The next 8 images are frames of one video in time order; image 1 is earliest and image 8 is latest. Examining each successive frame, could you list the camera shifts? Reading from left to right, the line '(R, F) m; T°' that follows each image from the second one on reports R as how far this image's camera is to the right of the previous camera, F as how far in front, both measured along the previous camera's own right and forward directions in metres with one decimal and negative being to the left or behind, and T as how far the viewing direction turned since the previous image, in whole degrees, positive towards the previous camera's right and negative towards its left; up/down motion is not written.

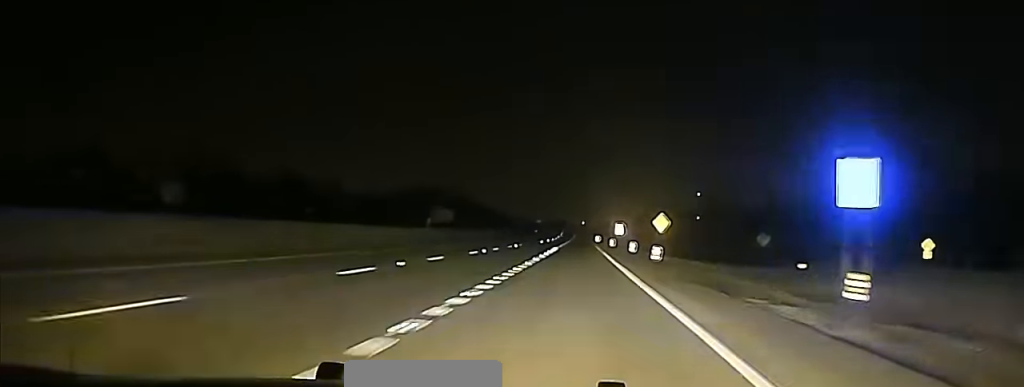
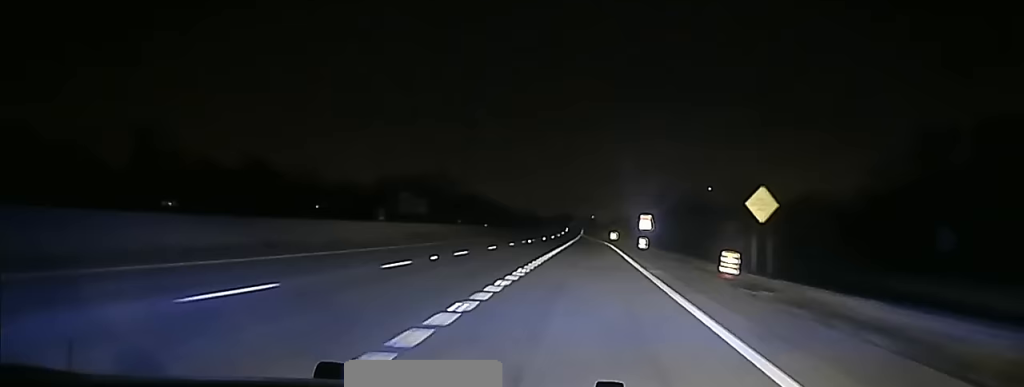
(-0.6, +48.3) m; -1°
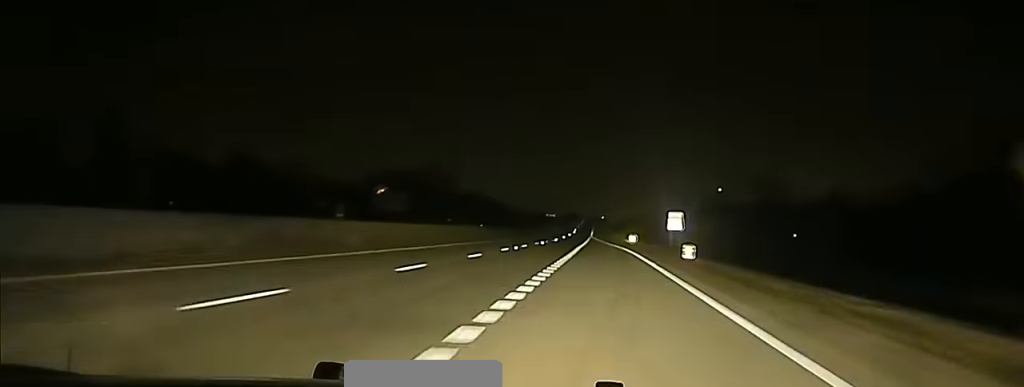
(-0.3, +29.1) m; 0°
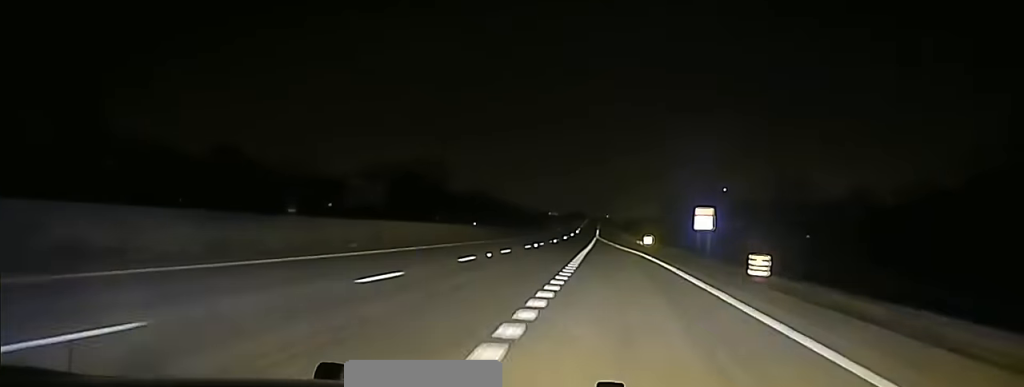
(+0.2, +17.5) m; 0°
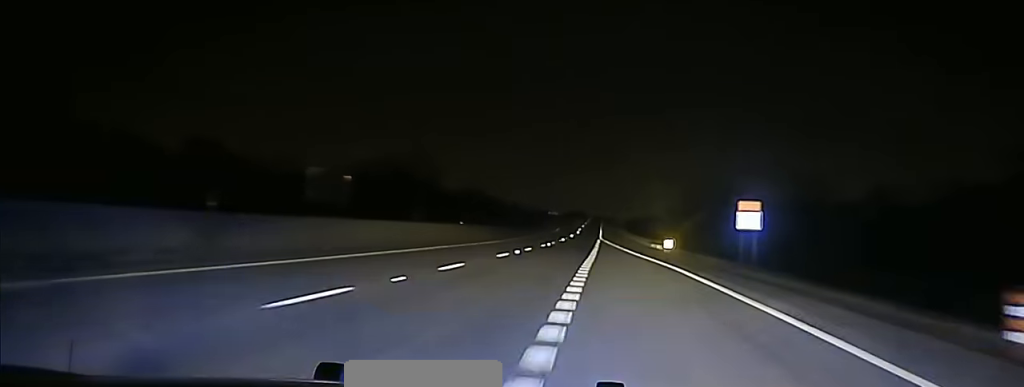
(+0.3, +18.8) m; 0°
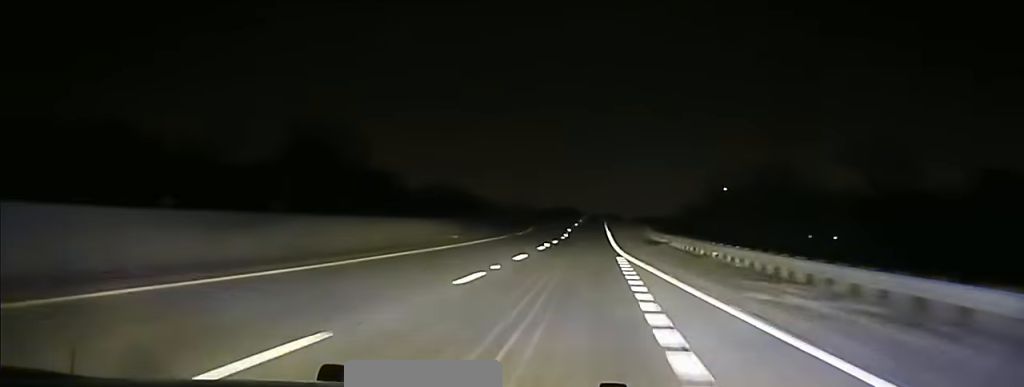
(+0.2, +69.2) m; +1°
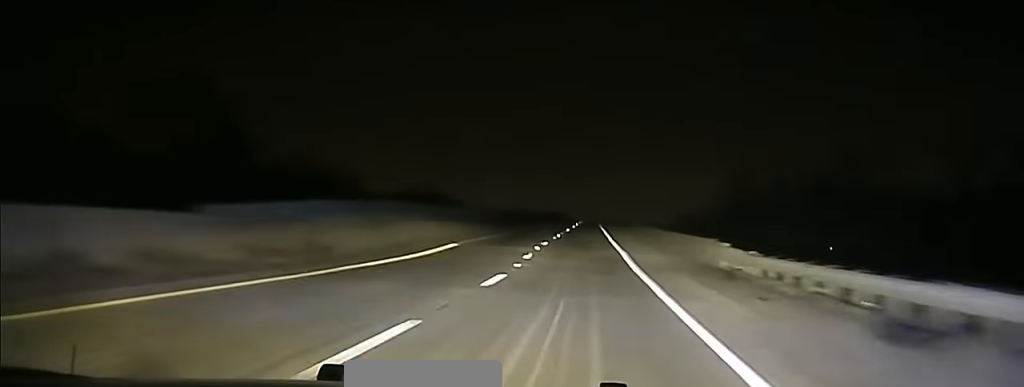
(-0.1, +46.5) m; +1°
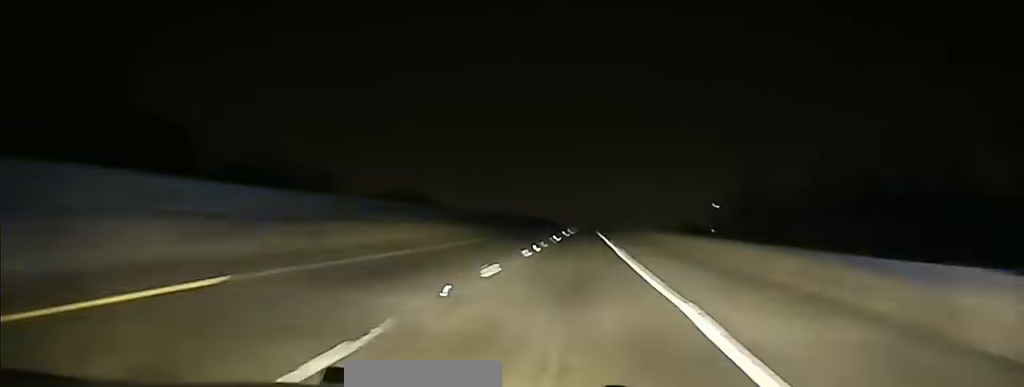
(+0.2, +23.4) m; 0°
